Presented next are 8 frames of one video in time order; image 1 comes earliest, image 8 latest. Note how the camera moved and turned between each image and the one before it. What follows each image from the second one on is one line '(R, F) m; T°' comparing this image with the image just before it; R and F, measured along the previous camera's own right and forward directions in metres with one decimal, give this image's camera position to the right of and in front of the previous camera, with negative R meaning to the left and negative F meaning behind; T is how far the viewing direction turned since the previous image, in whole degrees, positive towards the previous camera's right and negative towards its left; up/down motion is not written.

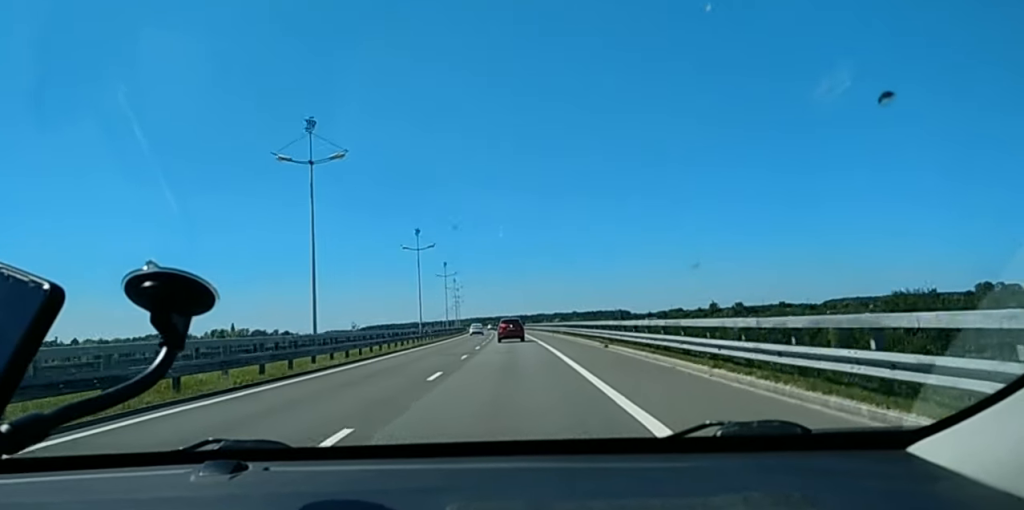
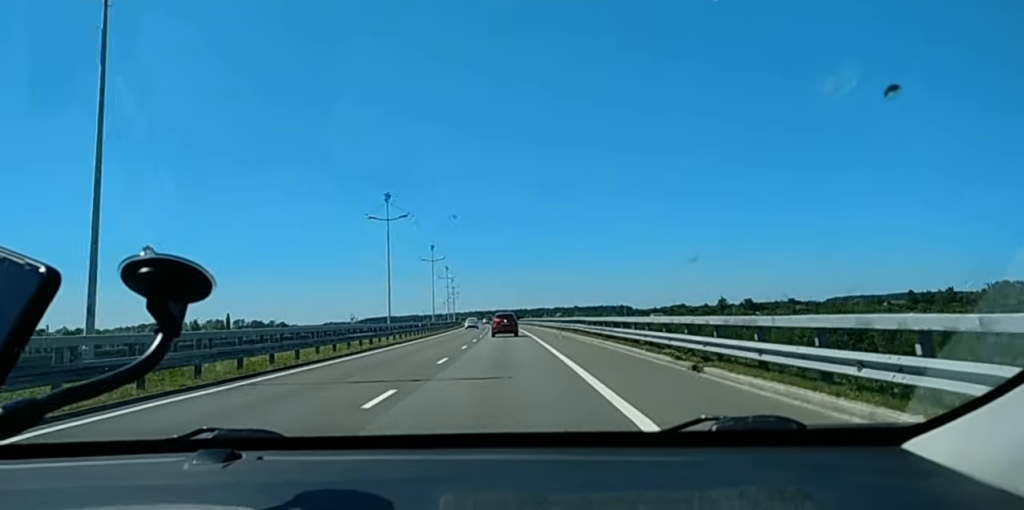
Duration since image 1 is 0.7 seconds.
(+0.2, +18.5) m; -1°
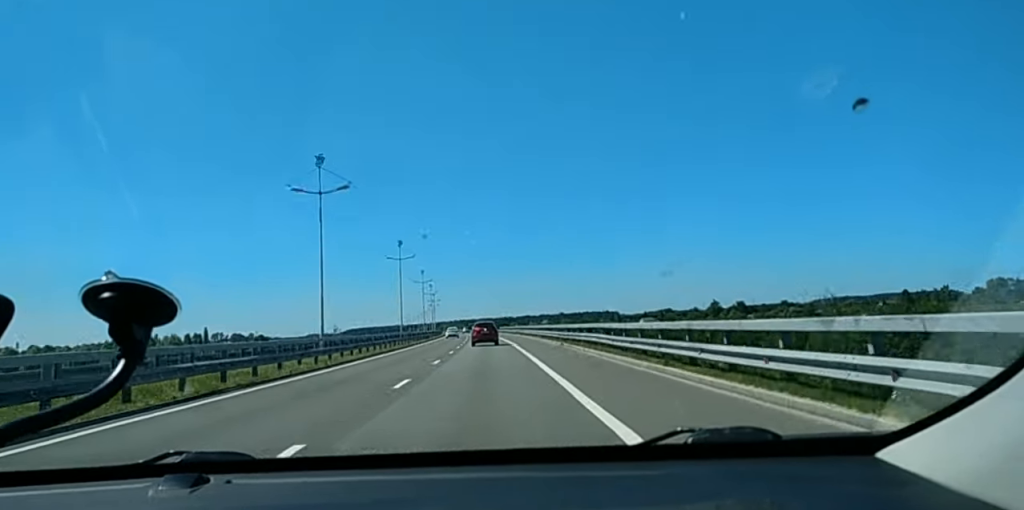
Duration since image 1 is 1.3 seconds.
(-0.2, +17.2) m; 0°
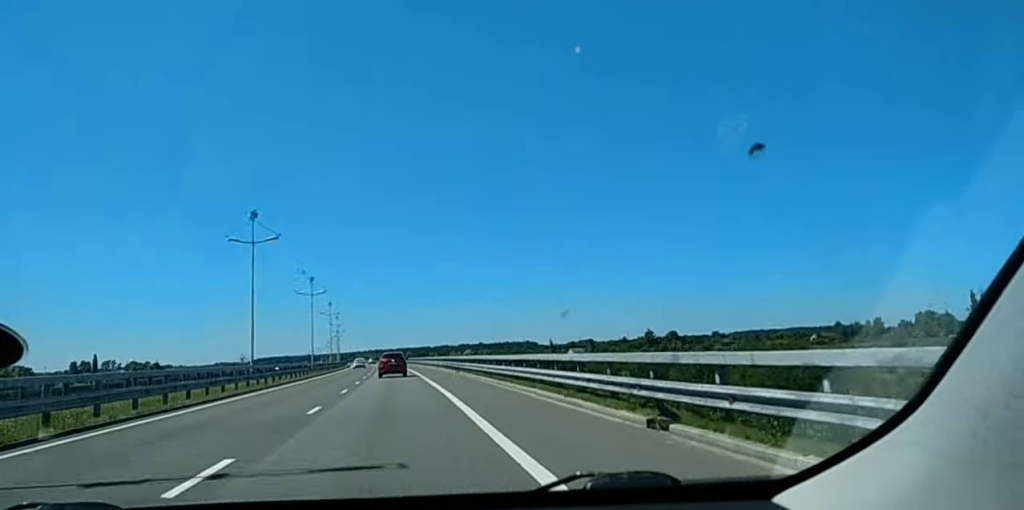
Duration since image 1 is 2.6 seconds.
(-0.4, +33.6) m; -1°
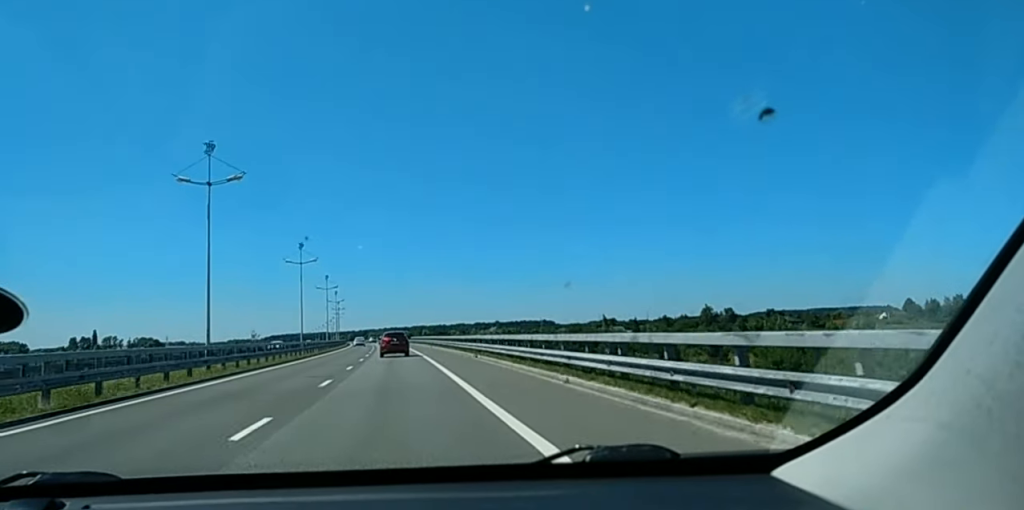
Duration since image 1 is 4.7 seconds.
(-1.8, +59.4) m; -3°
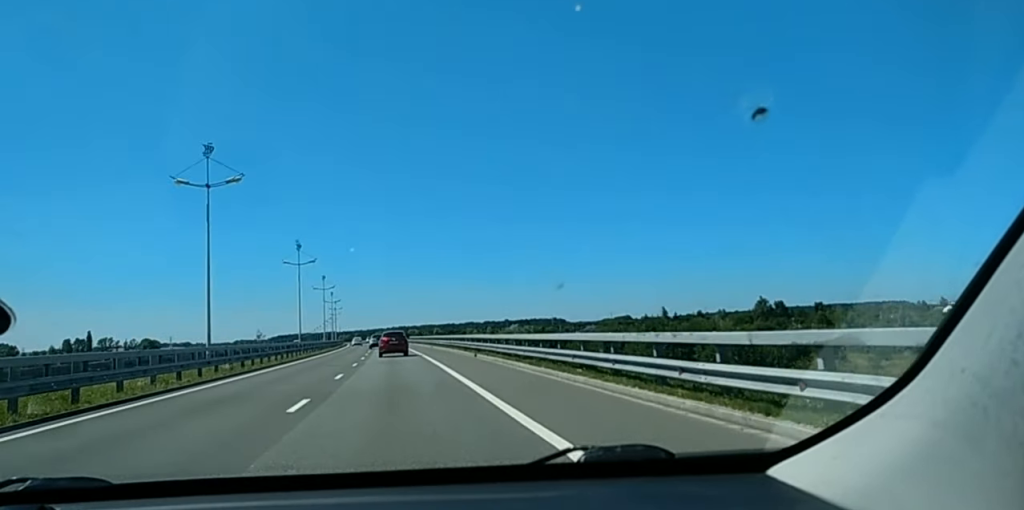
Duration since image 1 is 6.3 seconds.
(+0.6, +42.6) m; +1°
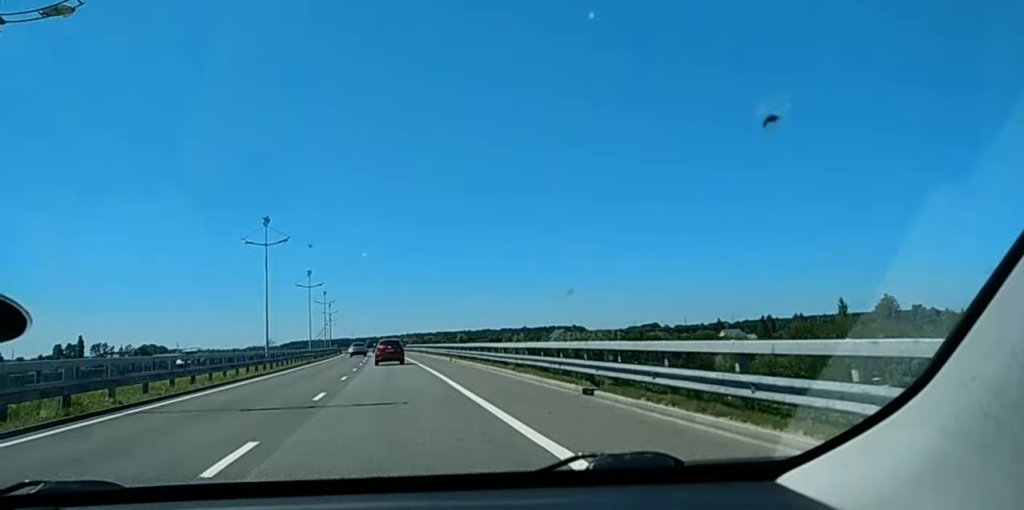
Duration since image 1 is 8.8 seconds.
(-0.2, +64.0) m; -1°
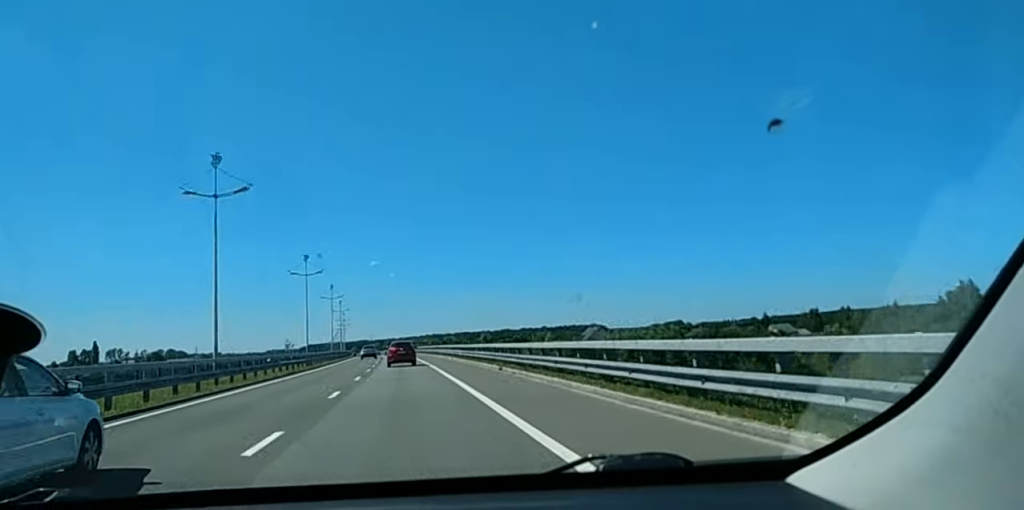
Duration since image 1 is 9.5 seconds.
(0.0, +21.4) m; 0°
